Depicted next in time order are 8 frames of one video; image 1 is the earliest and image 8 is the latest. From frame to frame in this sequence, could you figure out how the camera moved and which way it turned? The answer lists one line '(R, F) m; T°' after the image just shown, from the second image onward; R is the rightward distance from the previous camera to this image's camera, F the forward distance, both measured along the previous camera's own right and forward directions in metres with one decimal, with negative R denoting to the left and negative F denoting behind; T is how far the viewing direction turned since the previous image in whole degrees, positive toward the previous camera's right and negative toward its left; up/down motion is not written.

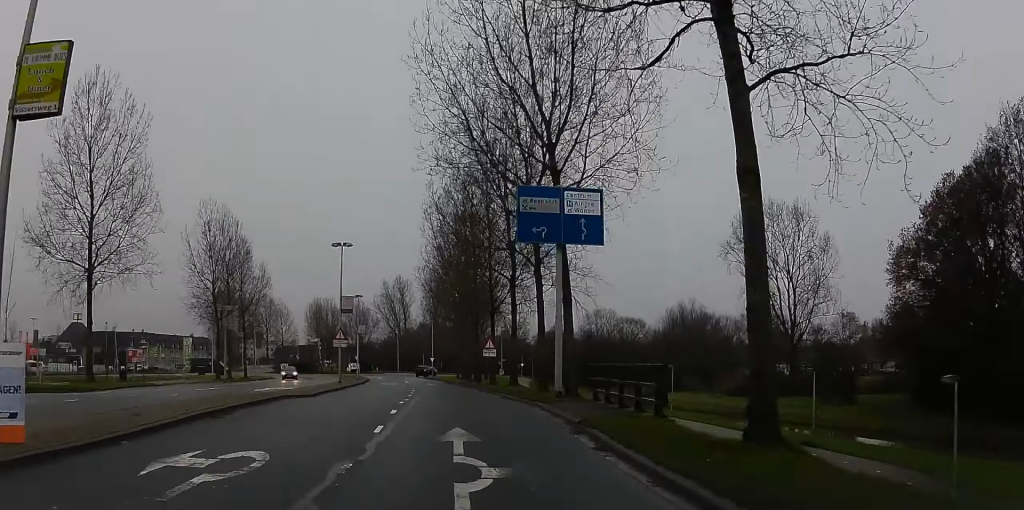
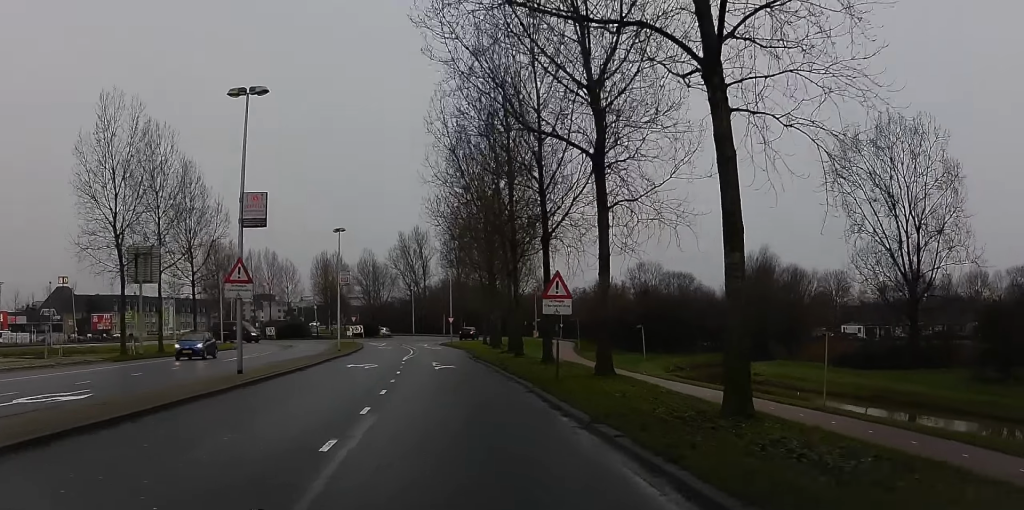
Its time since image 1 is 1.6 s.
(+1.2, +23.8) m; +2°
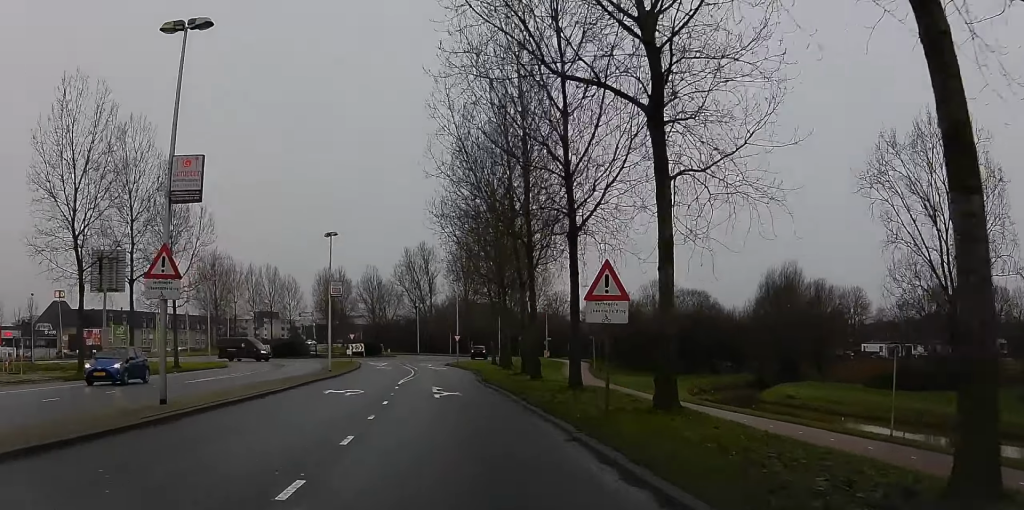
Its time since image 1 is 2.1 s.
(-0.1, +6.2) m; -1°
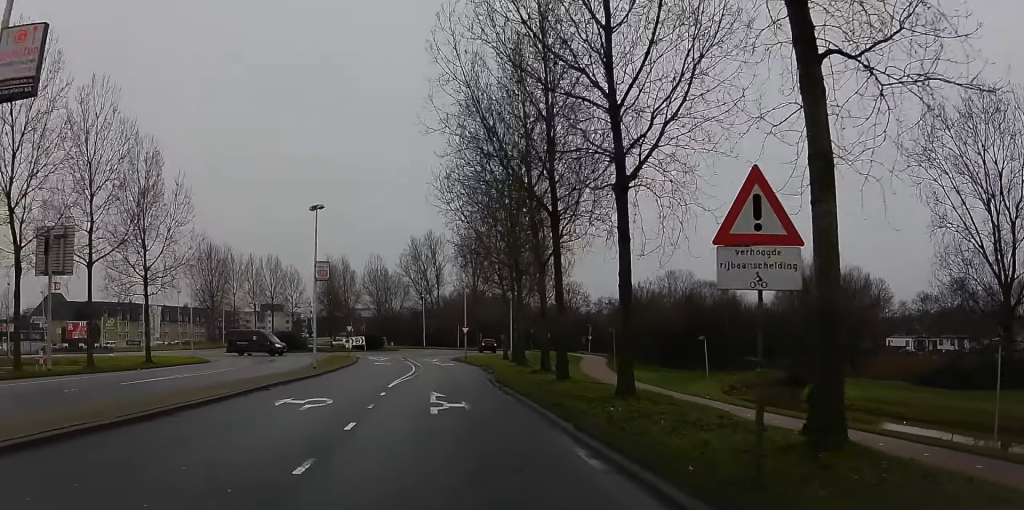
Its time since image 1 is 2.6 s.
(-0.1, +6.7) m; -1°
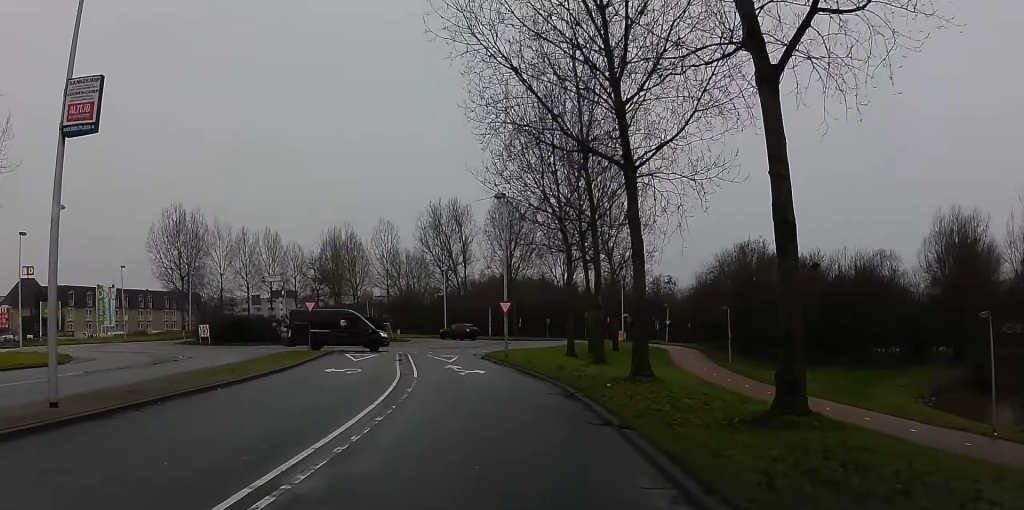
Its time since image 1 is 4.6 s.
(-0.2, +27.3) m; -3°
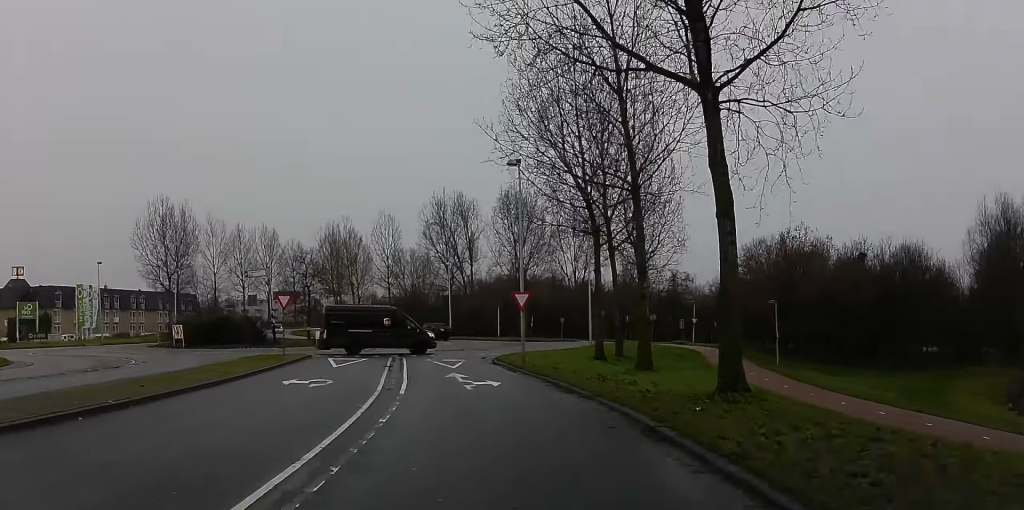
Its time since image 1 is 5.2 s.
(-0.2, +7.1) m; -3°
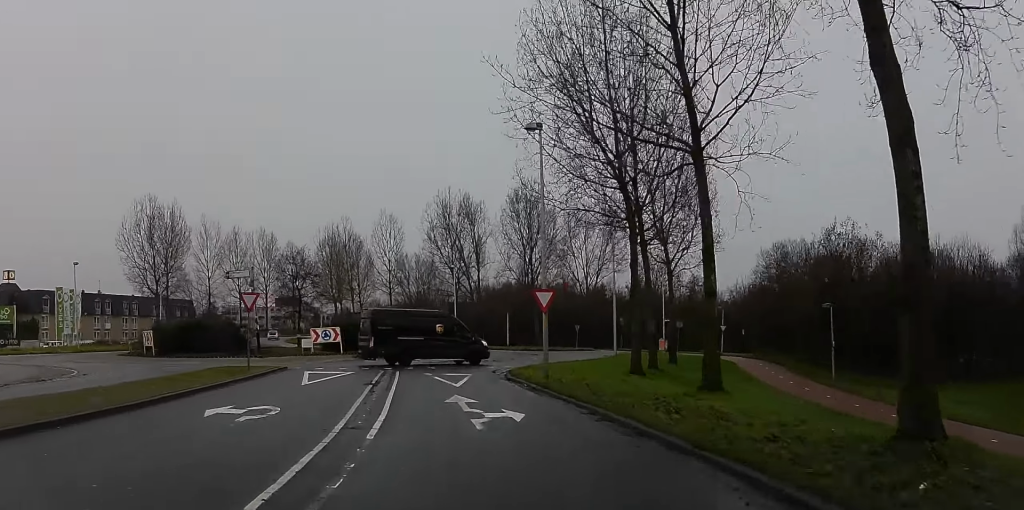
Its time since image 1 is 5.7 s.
(-0.1, +6.9) m; -4°
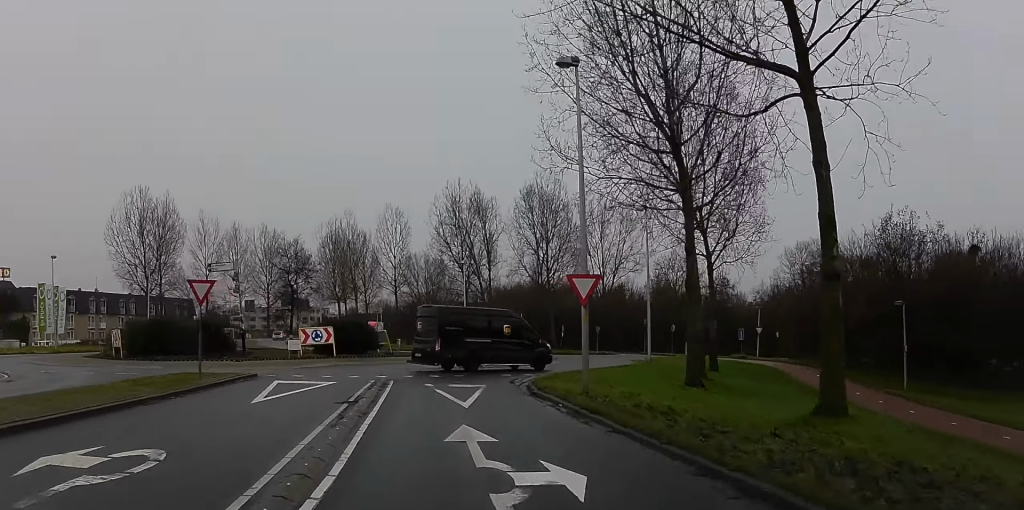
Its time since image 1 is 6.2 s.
(-0.3, +6.0) m; 0°
